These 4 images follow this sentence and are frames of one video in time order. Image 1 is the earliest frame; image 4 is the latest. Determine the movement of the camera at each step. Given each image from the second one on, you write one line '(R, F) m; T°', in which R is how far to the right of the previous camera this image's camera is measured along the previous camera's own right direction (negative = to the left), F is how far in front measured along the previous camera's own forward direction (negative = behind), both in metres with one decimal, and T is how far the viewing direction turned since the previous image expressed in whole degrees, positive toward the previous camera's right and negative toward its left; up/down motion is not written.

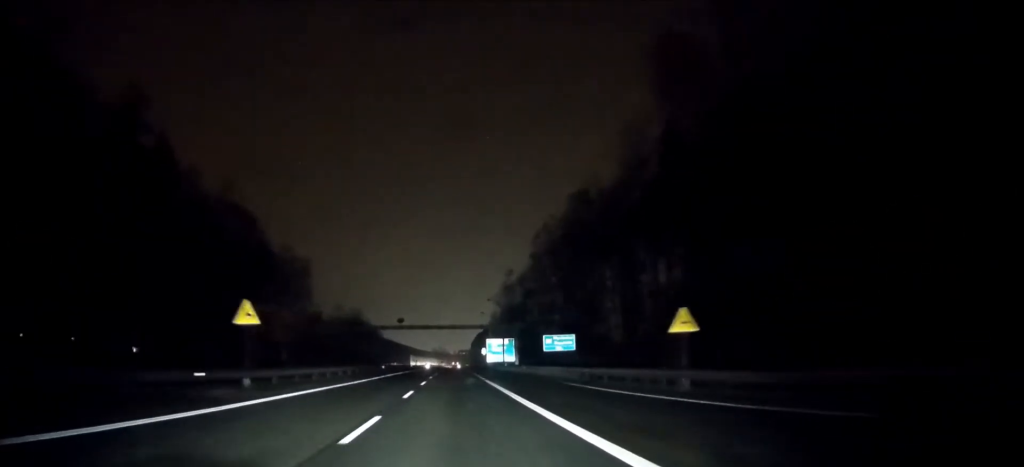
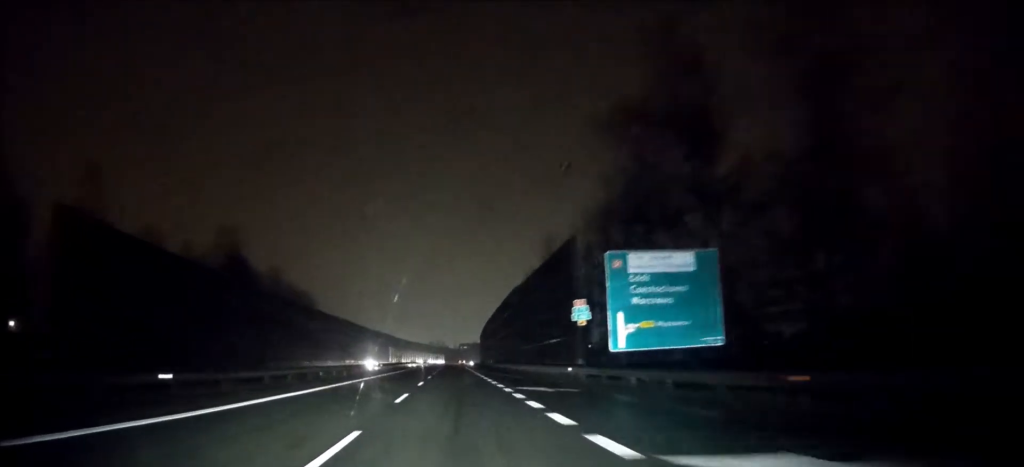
(-0.1, +98.9) m; 0°
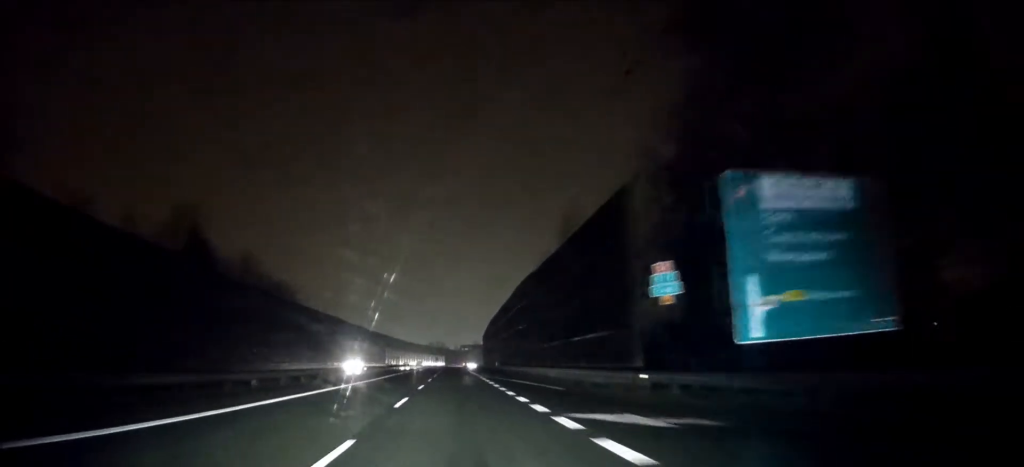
(0.0, +12.9) m; 0°
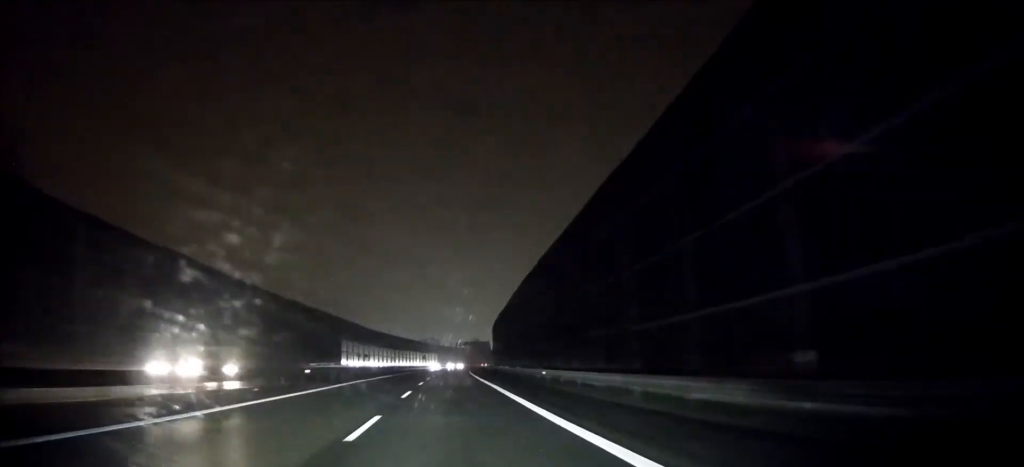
(-0.1, +67.1) m; 0°
